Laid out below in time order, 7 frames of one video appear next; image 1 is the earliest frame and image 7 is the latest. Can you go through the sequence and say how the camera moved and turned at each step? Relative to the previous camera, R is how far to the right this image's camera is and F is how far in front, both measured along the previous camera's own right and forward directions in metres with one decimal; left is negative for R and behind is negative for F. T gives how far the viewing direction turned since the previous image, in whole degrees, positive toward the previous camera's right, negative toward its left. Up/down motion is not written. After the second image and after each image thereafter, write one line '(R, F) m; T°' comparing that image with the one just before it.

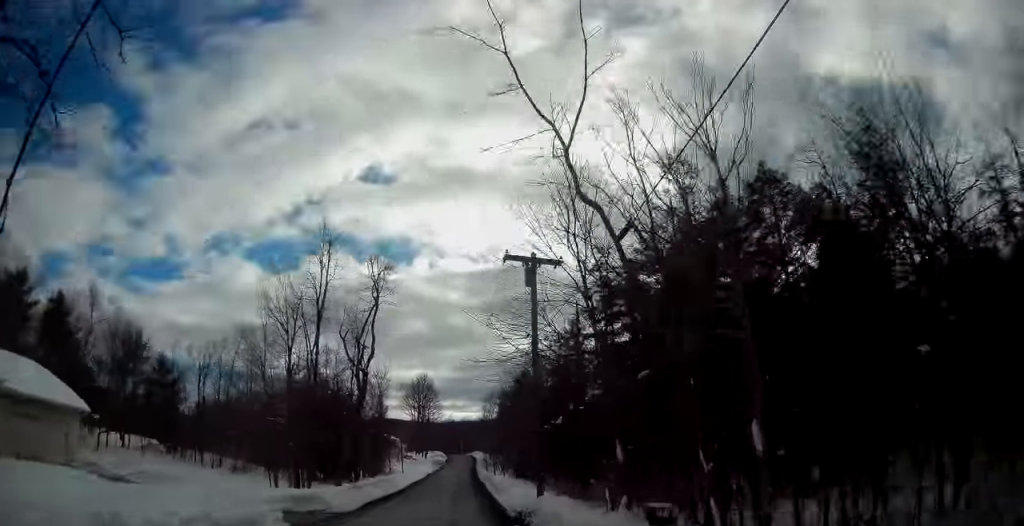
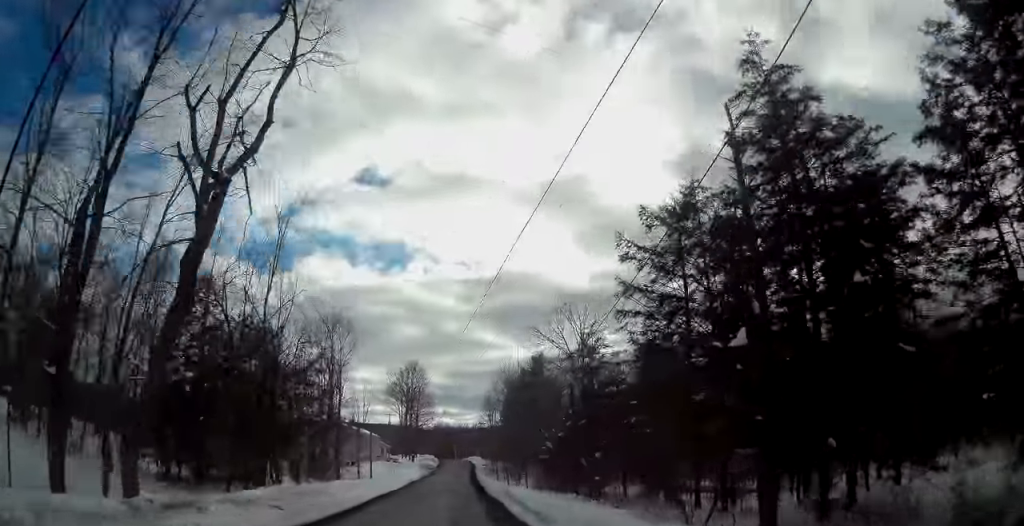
(-0.3, +25.7) m; -1°
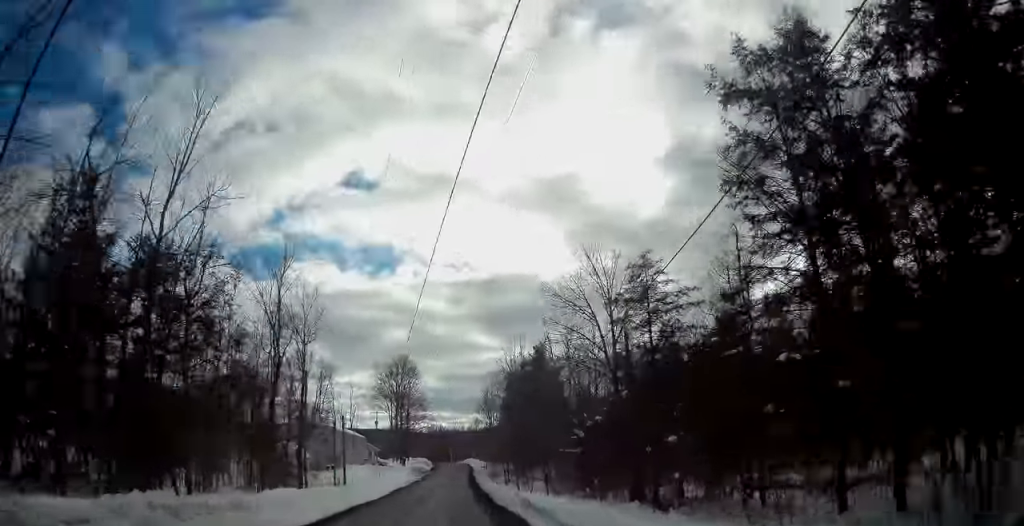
(-0.1, +11.1) m; +1°
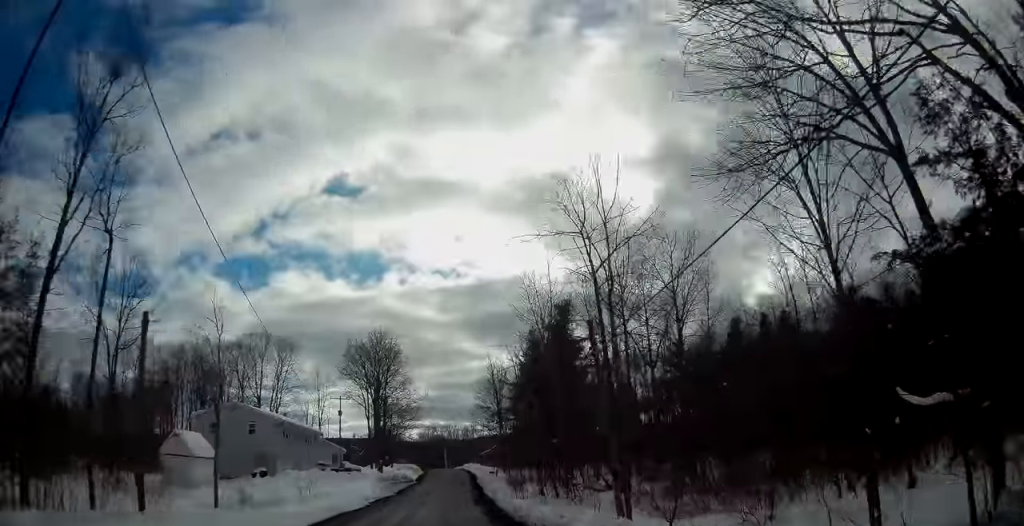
(+0.7, +27.4) m; +1°
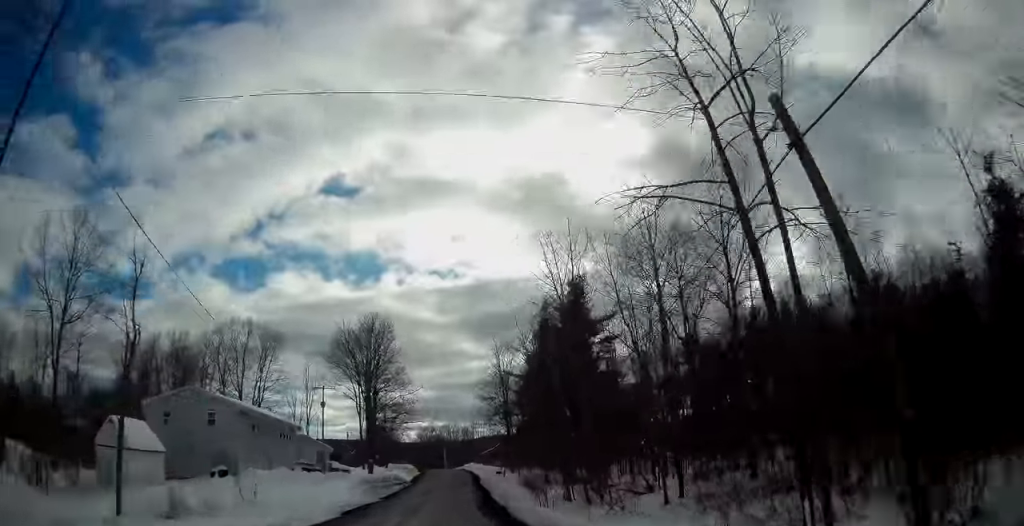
(0.0, +8.9) m; 0°
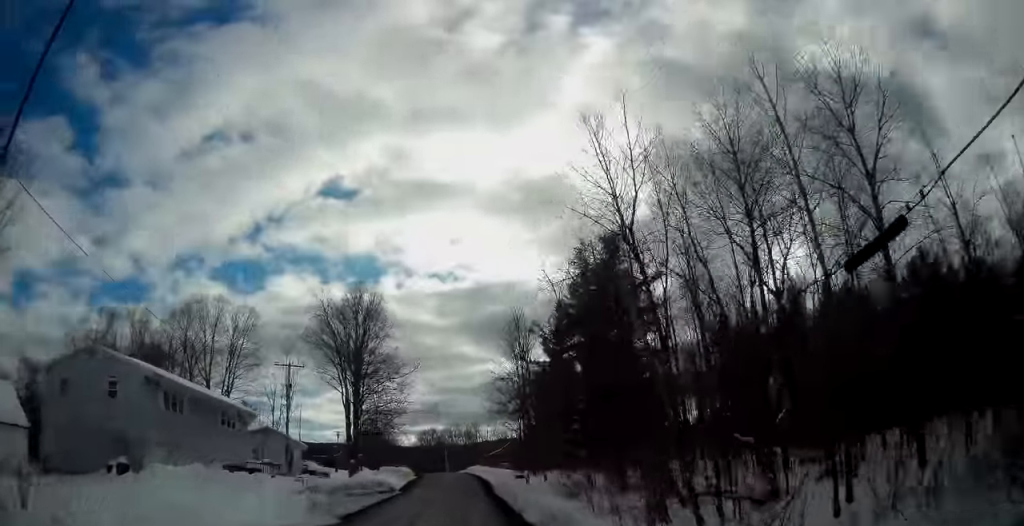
(-0.2, +13.8) m; 0°
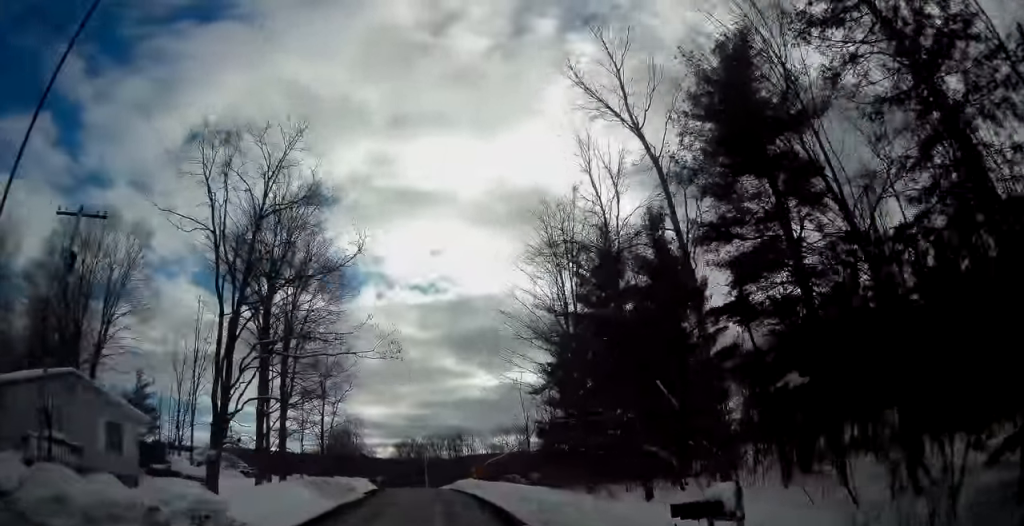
(+0.9, +28.8) m; +1°
